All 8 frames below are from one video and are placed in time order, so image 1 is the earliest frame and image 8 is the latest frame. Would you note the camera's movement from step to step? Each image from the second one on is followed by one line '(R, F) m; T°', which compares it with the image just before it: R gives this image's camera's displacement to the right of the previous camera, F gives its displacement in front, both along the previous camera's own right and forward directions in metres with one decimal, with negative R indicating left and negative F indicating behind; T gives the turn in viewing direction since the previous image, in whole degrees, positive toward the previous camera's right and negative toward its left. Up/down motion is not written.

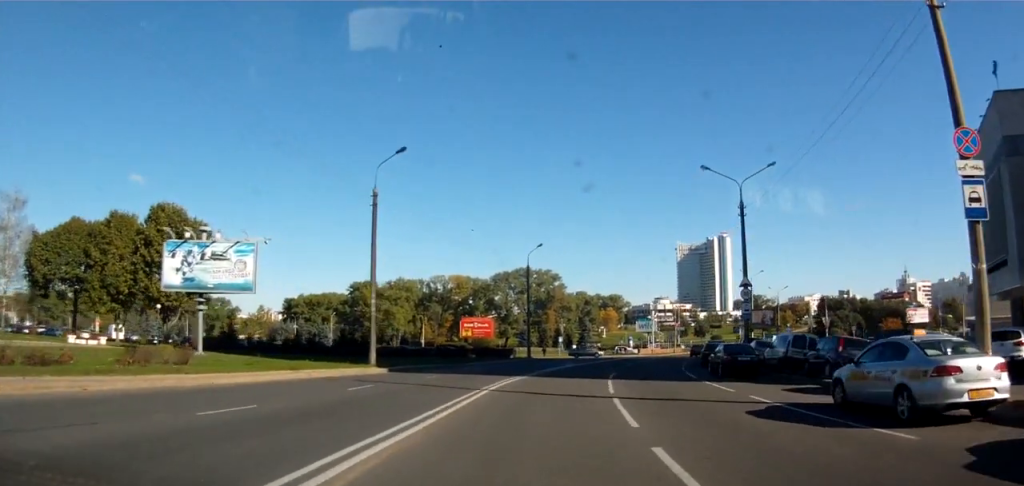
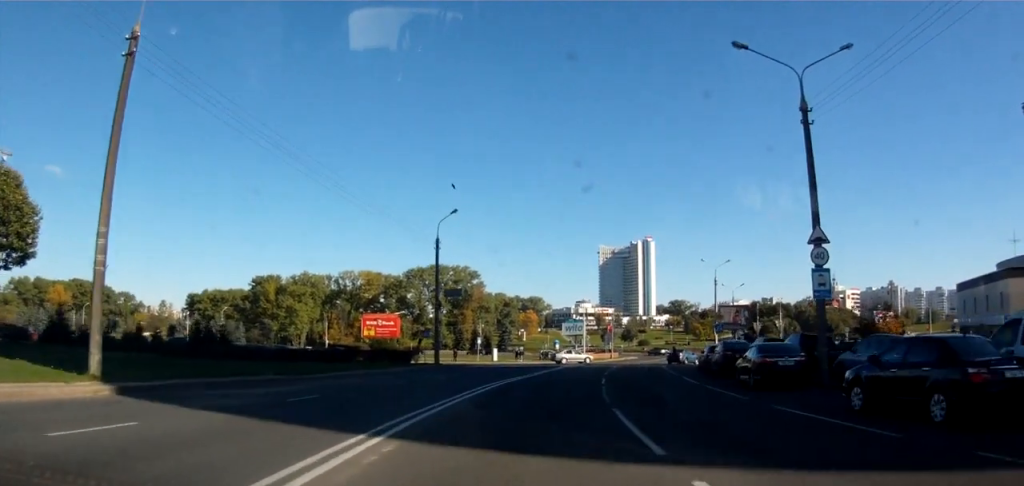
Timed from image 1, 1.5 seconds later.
(+1.0, +17.2) m; +6°
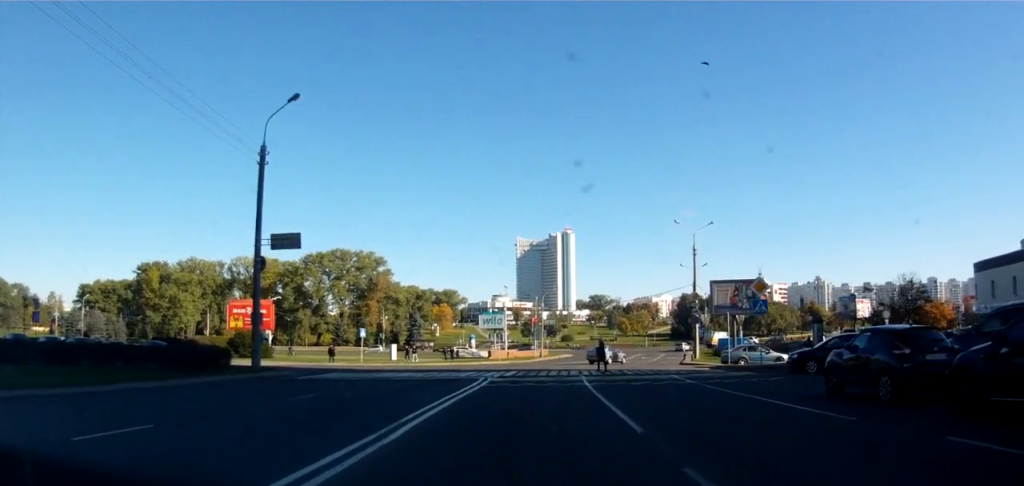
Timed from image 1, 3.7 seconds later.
(+1.8, +23.5) m; +9°
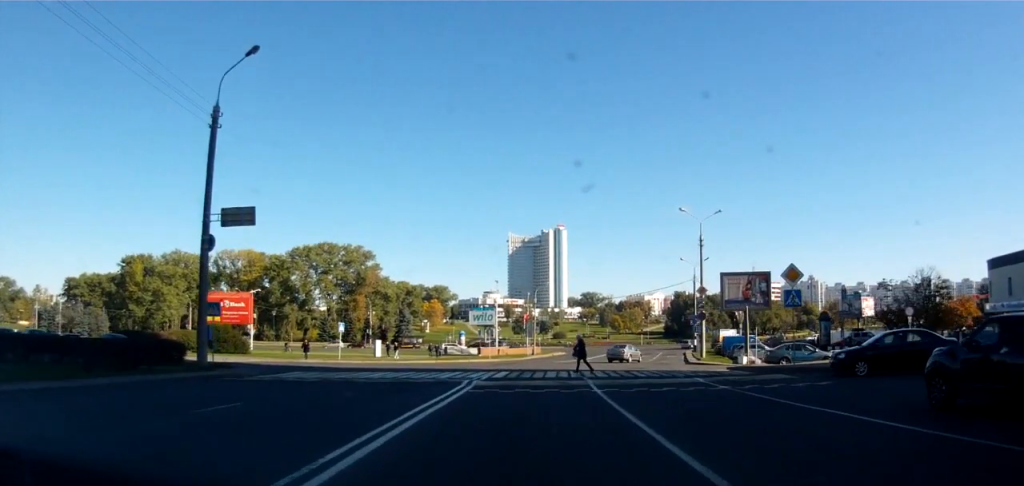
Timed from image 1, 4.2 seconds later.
(0.0, +5.0) m; +2°
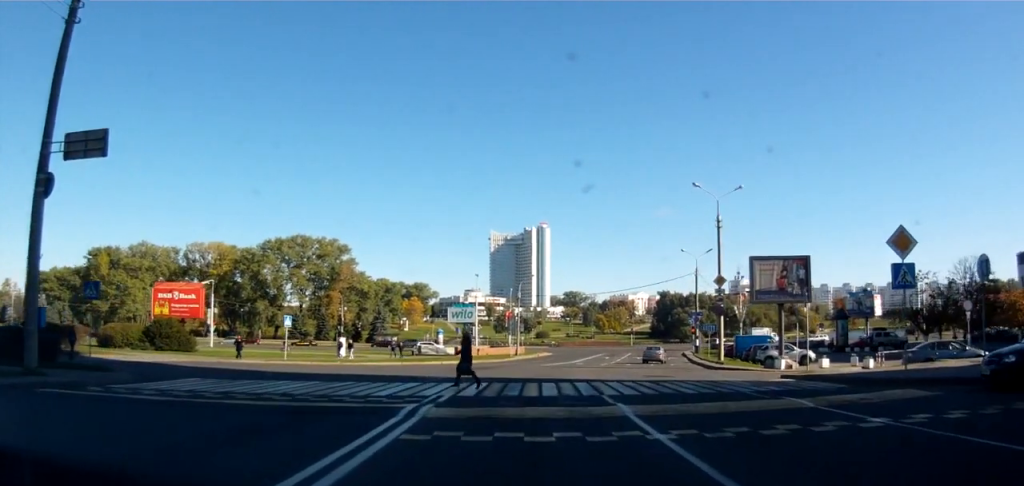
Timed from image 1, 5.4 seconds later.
(+0.6, +10.3) m; +4°
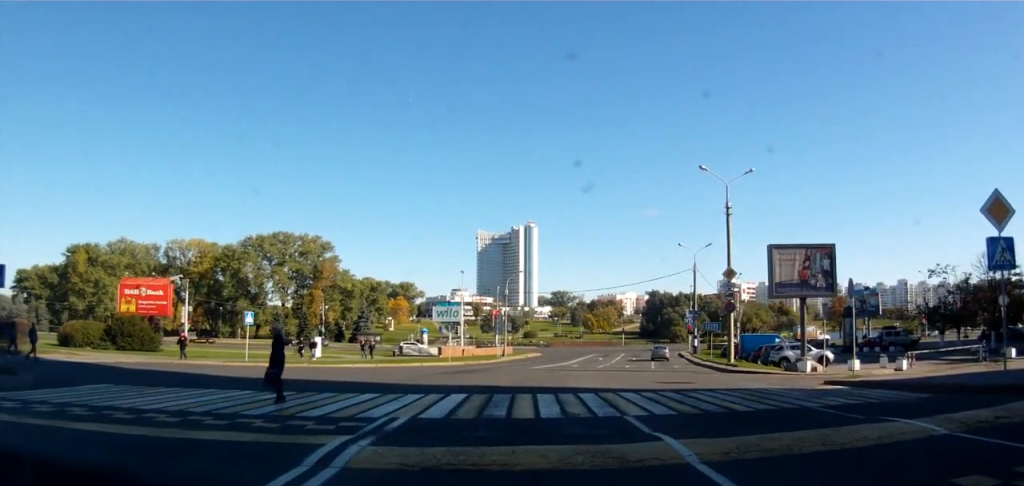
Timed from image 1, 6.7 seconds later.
(+0.1, +6.3) m; +1°
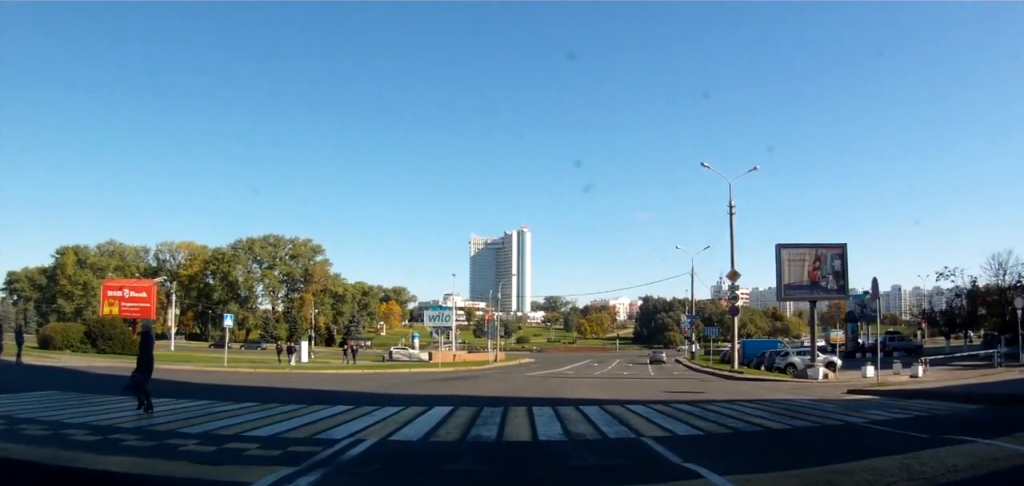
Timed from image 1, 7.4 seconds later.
(+0.1, +2.7) m; 0°
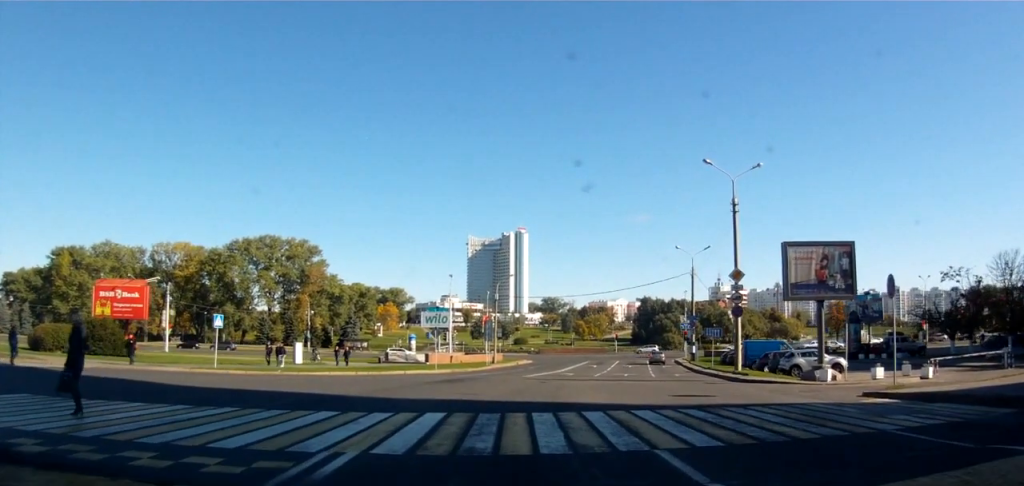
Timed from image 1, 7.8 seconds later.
(-0.1, +1.1) m; +1°
